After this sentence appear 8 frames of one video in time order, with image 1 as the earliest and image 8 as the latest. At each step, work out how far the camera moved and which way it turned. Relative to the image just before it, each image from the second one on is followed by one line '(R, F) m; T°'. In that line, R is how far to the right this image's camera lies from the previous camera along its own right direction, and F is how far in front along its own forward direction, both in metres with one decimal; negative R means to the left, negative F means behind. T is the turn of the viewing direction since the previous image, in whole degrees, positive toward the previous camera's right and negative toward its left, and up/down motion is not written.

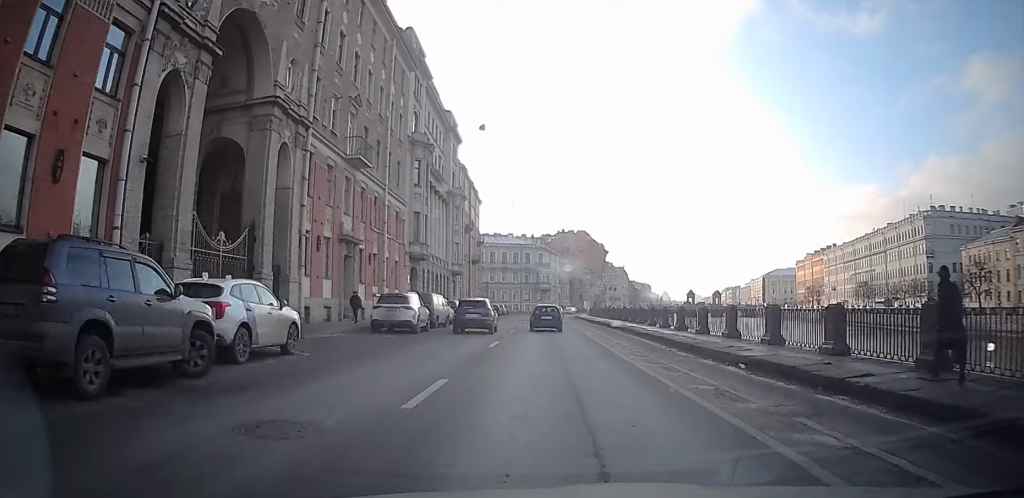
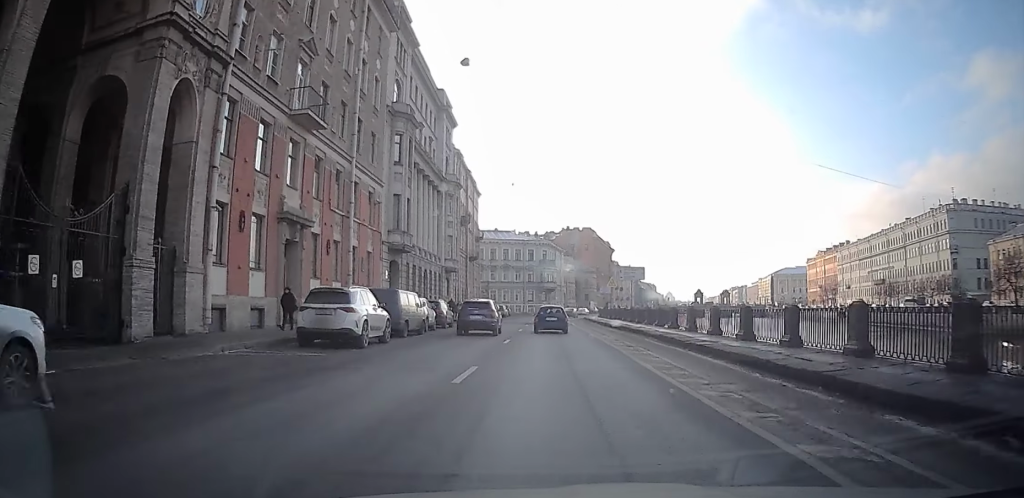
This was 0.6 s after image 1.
(0.0, +9.0) m; 0°
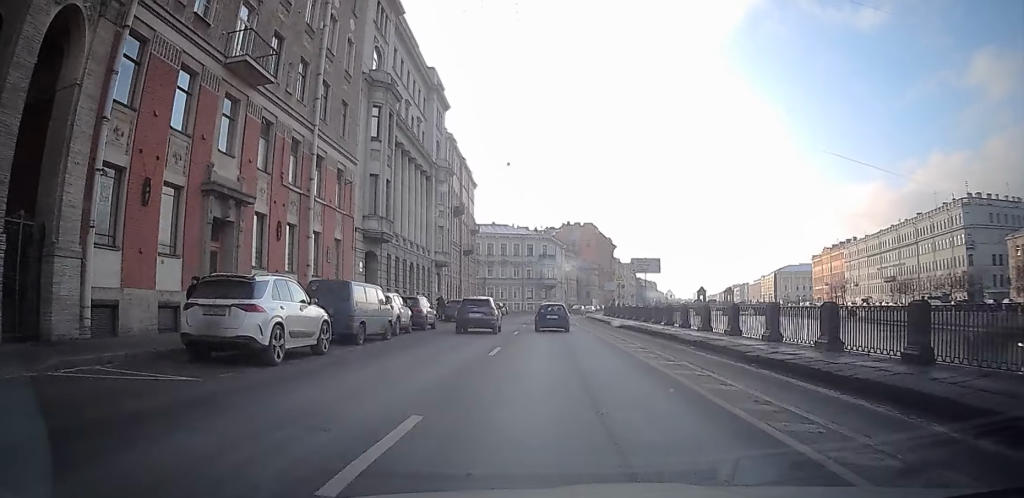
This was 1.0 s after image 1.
(0.0, +6.4) m; 0°
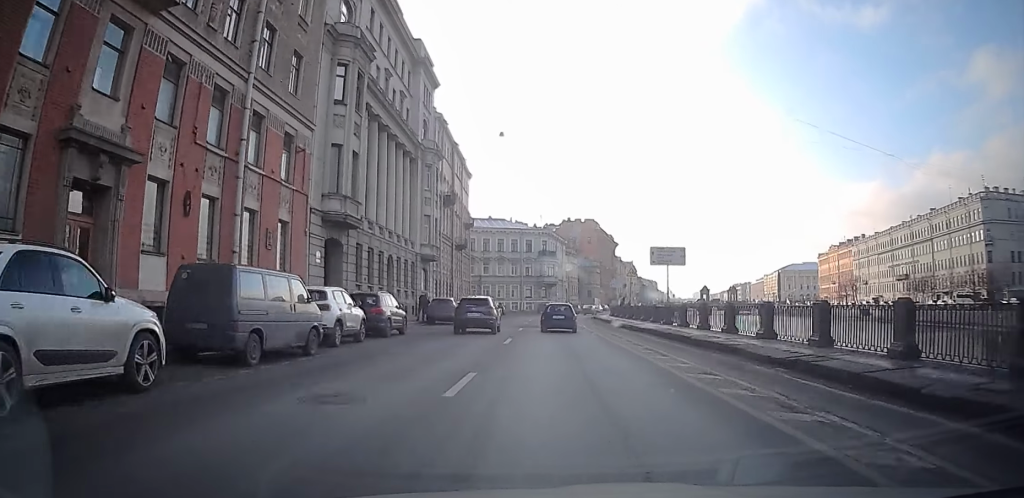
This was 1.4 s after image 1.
(0.0, +7.4) m; -1°
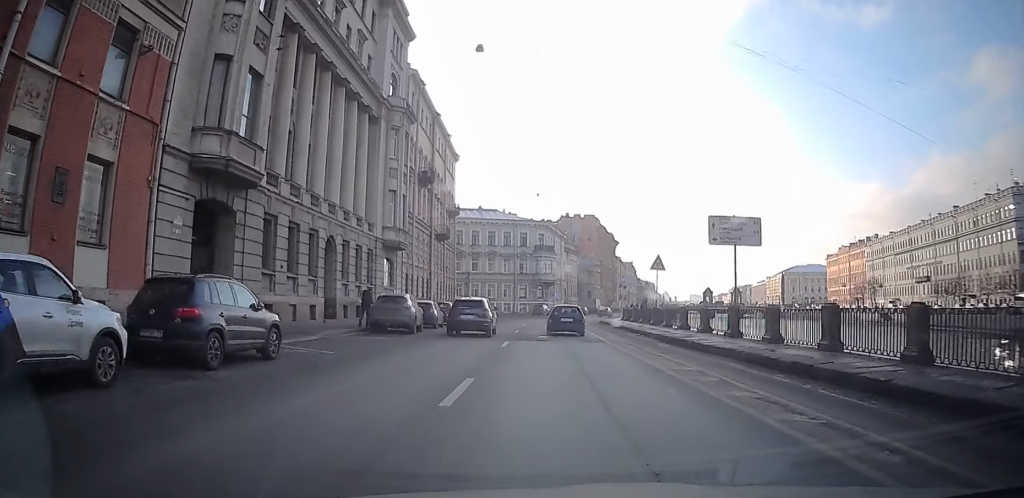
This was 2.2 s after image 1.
(0.0, +12.7) m; -1°
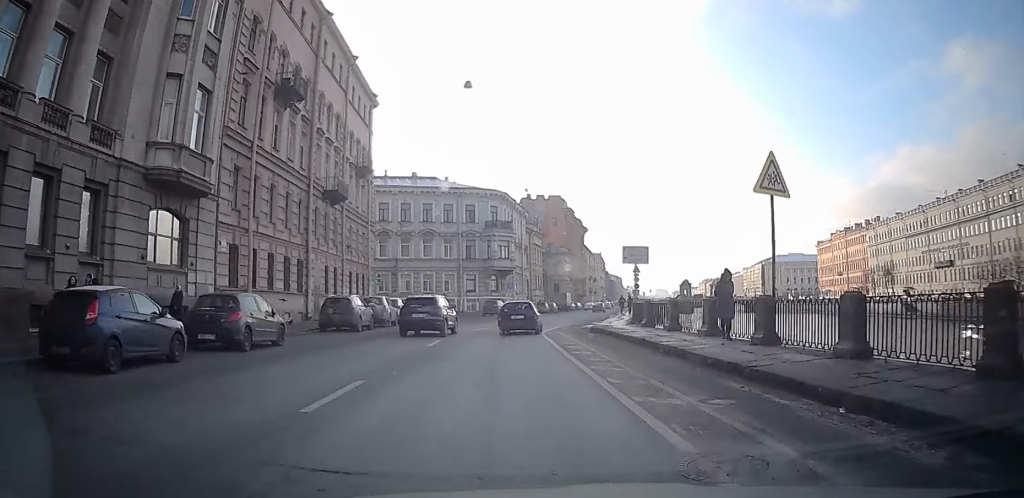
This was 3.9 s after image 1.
(+1.2, +25.0) m; +5°
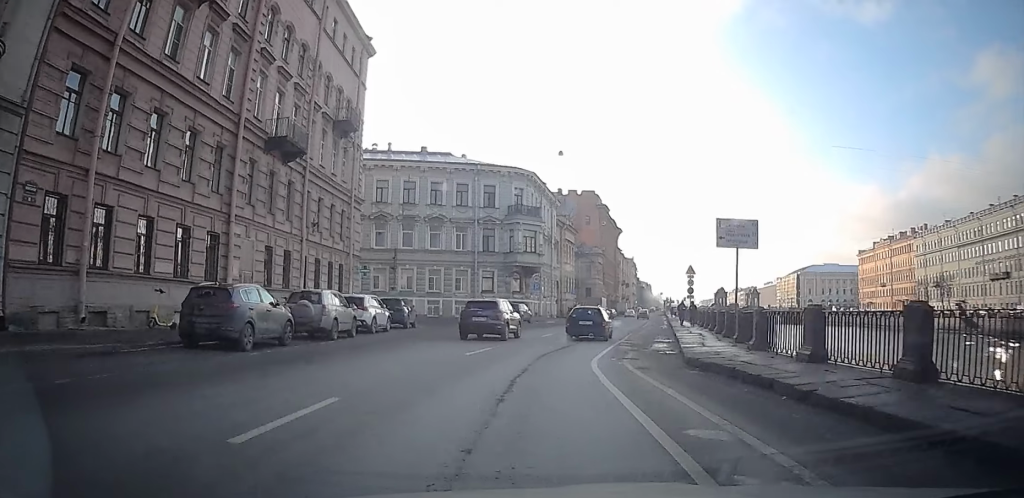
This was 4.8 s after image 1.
(-0.3, +14.7) m; -1°
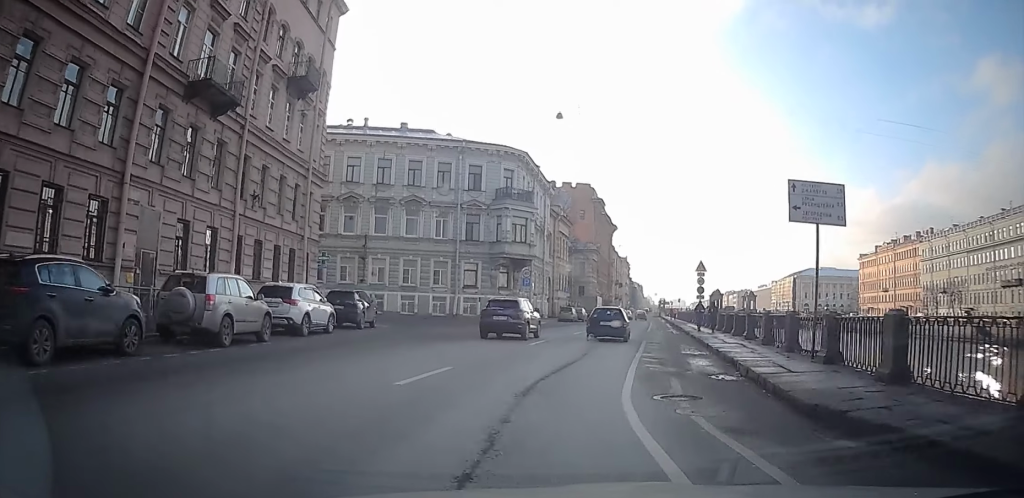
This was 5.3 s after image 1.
(-0.1, +7.4) m; -1°
